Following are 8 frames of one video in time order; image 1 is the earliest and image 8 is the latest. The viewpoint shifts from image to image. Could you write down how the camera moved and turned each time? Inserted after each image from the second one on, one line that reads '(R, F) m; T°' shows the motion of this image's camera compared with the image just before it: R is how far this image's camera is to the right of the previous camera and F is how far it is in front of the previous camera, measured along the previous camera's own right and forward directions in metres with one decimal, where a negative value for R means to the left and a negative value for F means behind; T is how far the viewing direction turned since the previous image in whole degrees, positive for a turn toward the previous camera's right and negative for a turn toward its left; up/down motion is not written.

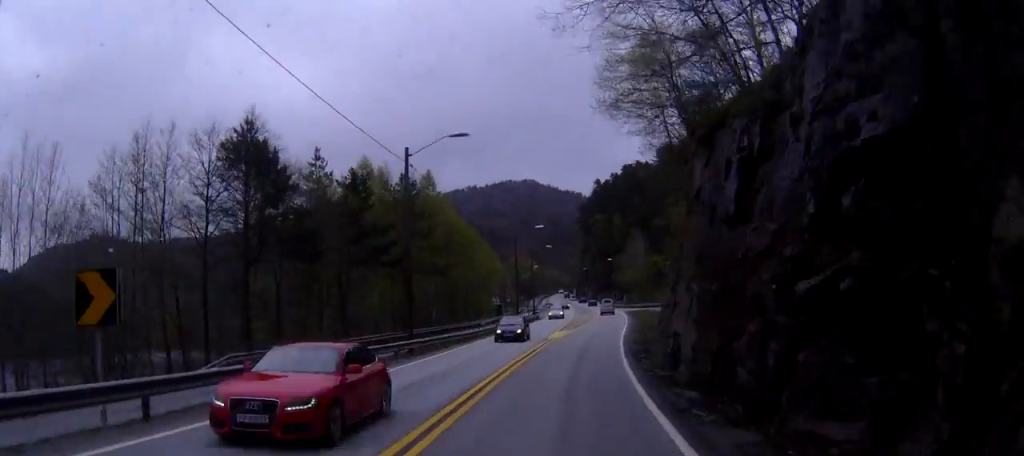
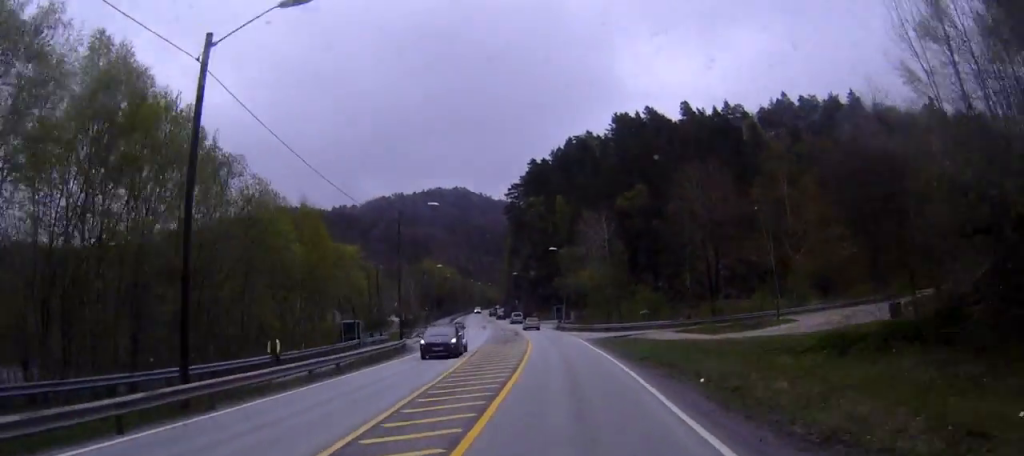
(+4.6, +52.5) m; +9°
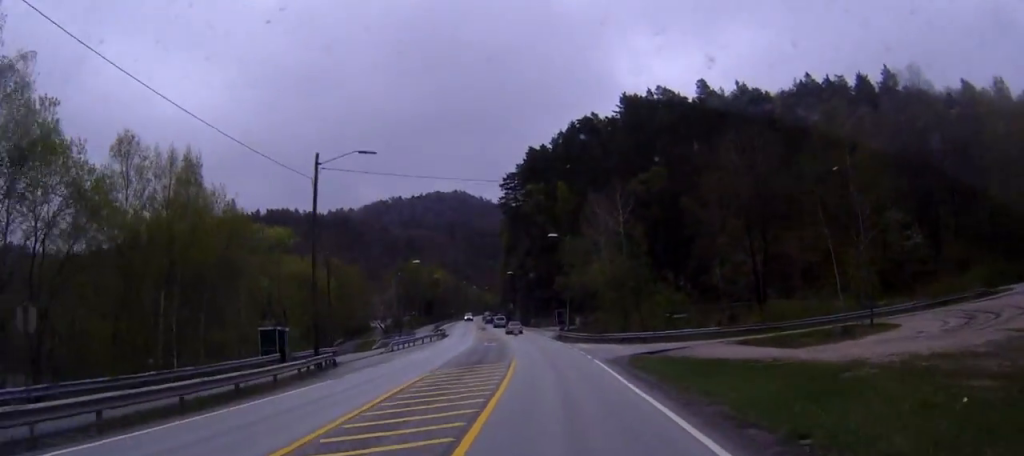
(+0.5, +19.2) m; 0°
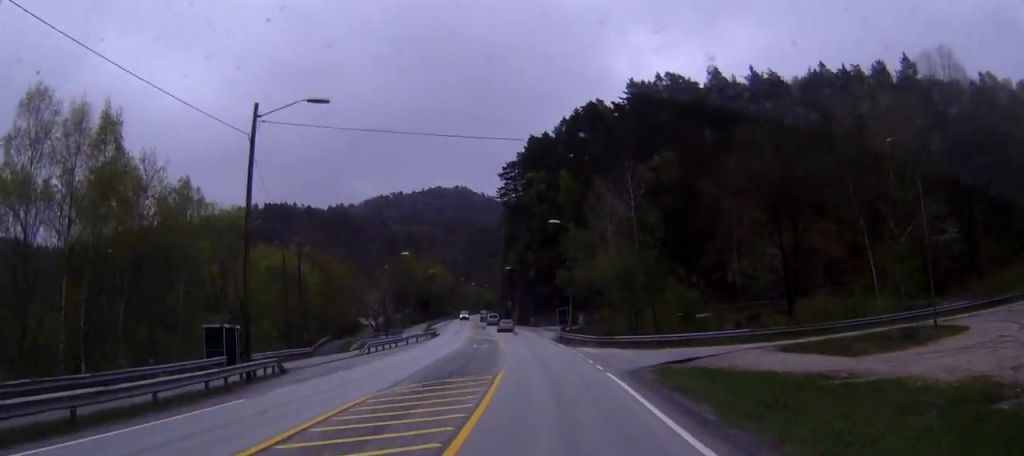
(0.0, +8.2) m; -1°
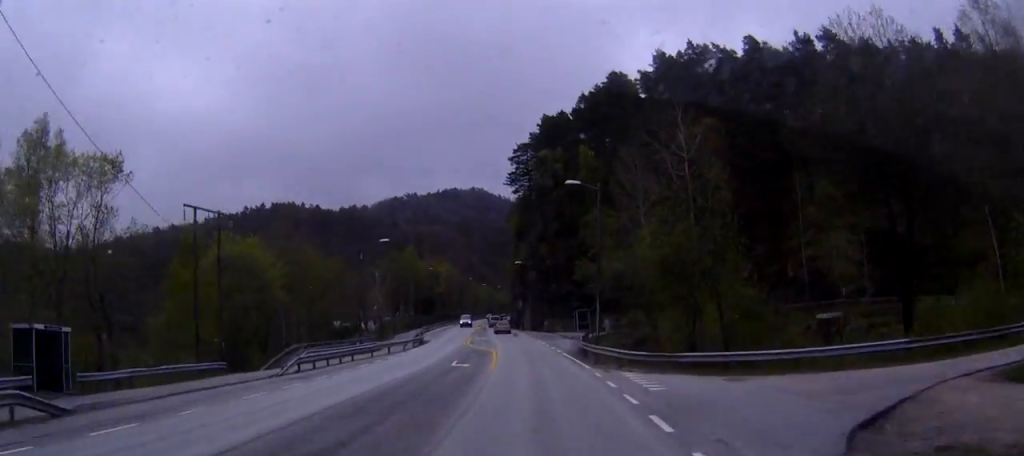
(-0.5, +17.4) m; -2°
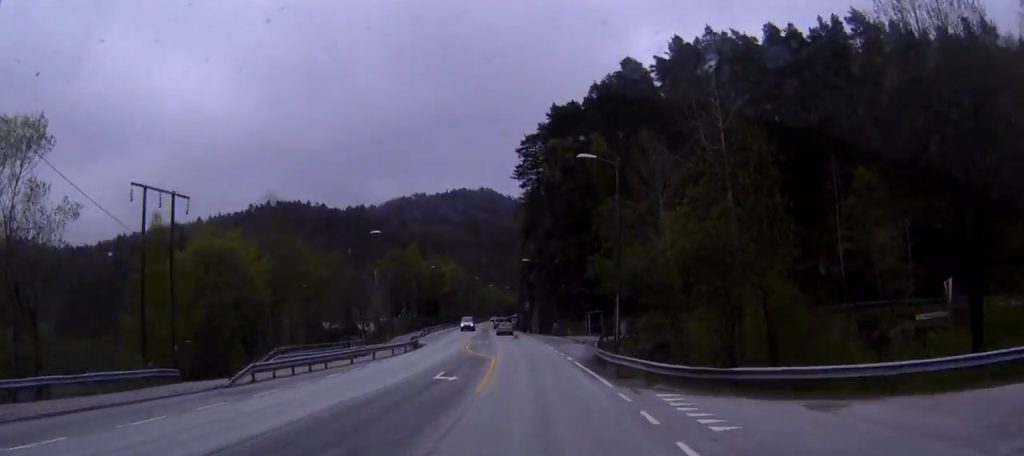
(0.0, +6.5) m; 0°
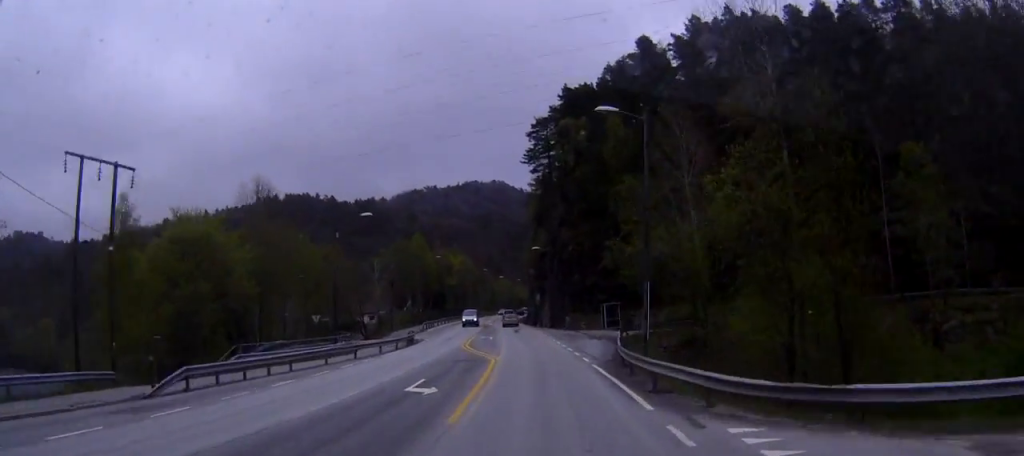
(0.0, +6.5) m; 0°
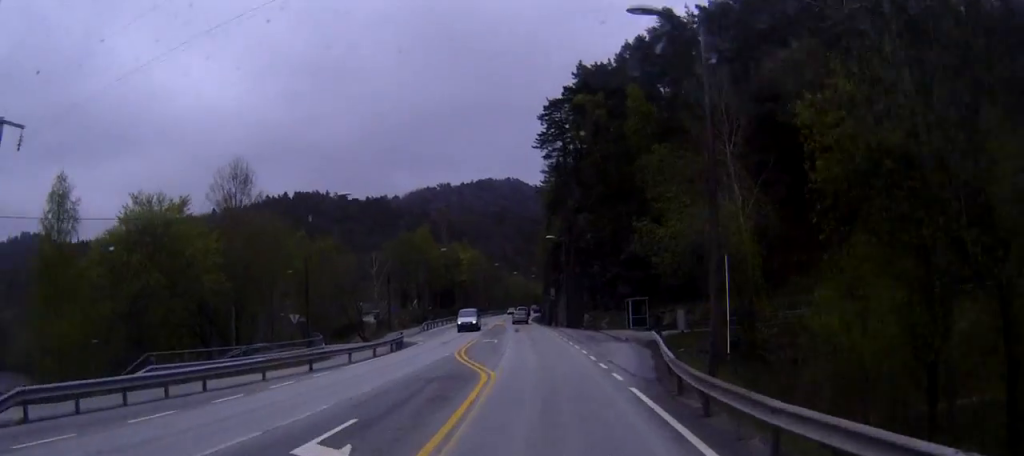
(-0.1, +9.1) m; -2°
